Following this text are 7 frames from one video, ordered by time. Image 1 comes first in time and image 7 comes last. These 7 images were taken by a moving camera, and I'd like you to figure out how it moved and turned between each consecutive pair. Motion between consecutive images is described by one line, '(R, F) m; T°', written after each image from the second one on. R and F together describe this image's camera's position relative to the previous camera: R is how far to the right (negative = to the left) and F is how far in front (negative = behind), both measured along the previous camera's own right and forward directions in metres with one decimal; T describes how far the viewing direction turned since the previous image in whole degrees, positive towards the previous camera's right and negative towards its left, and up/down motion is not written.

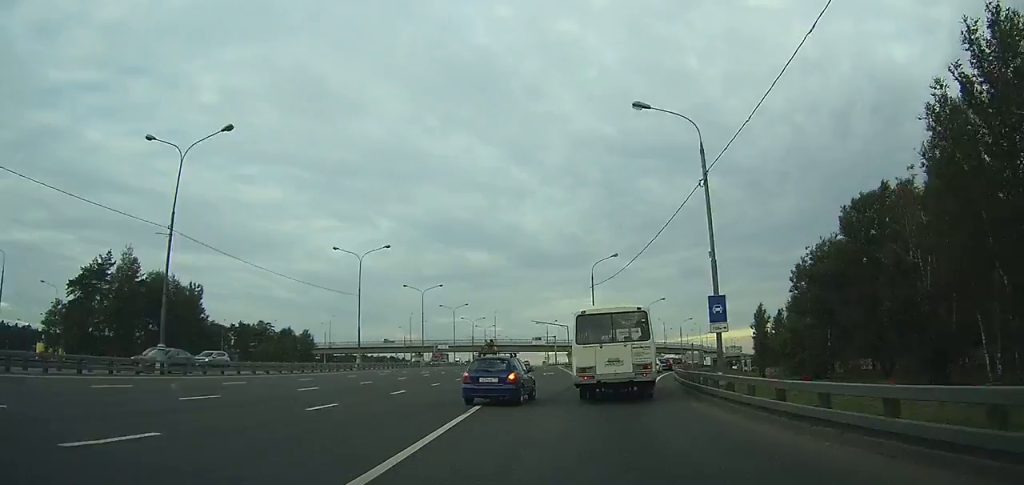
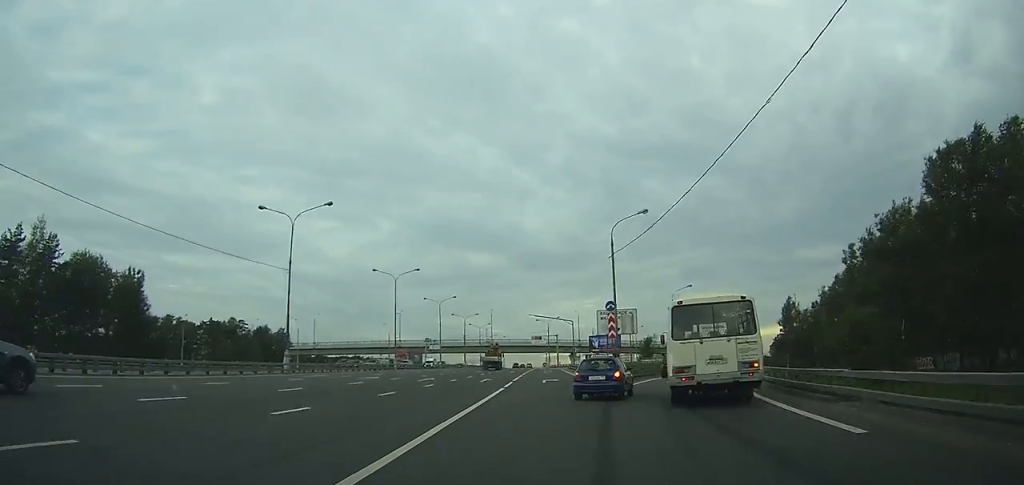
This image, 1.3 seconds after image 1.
(0.0, +16.9) m; 0°
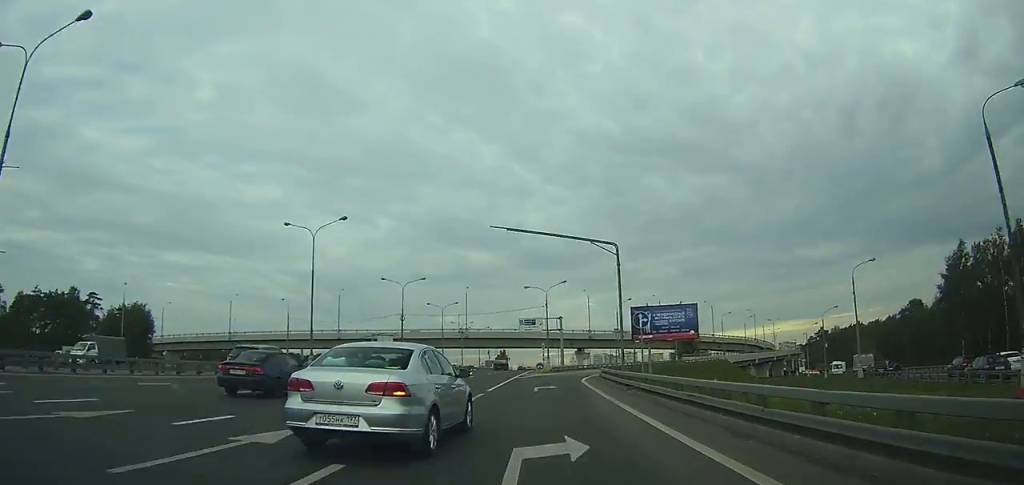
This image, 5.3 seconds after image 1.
(+0.5, +59.0) m; +2°
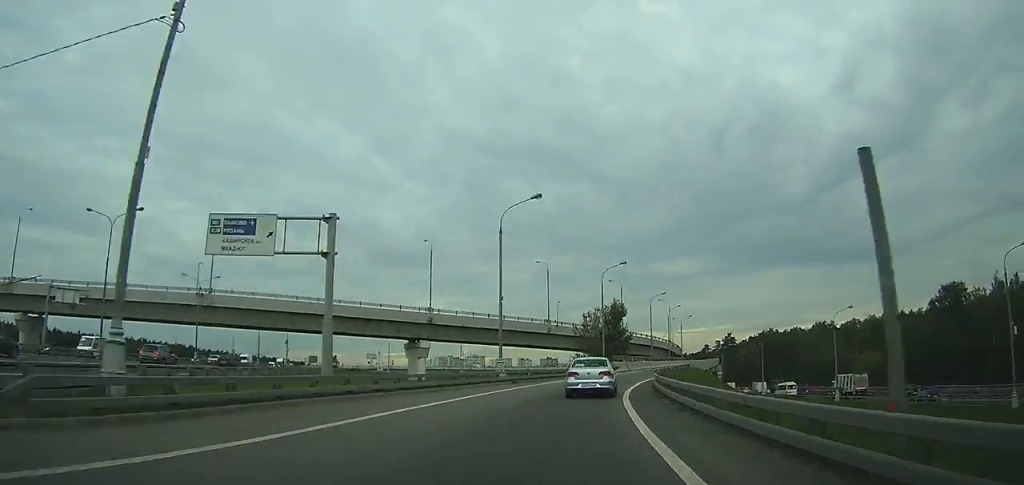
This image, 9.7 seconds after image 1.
(+5.1, +64.7) m; +13°
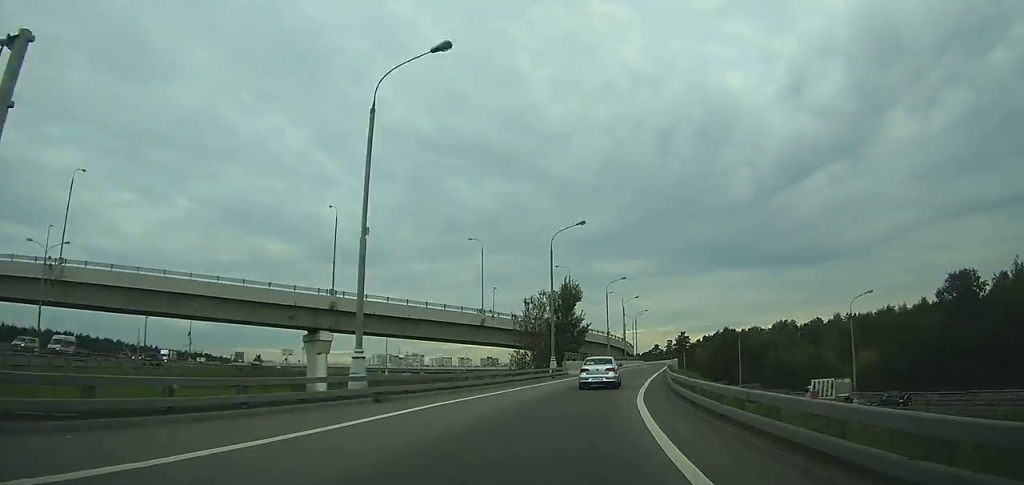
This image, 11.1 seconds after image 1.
(+1.0, +18.3) m; +6°
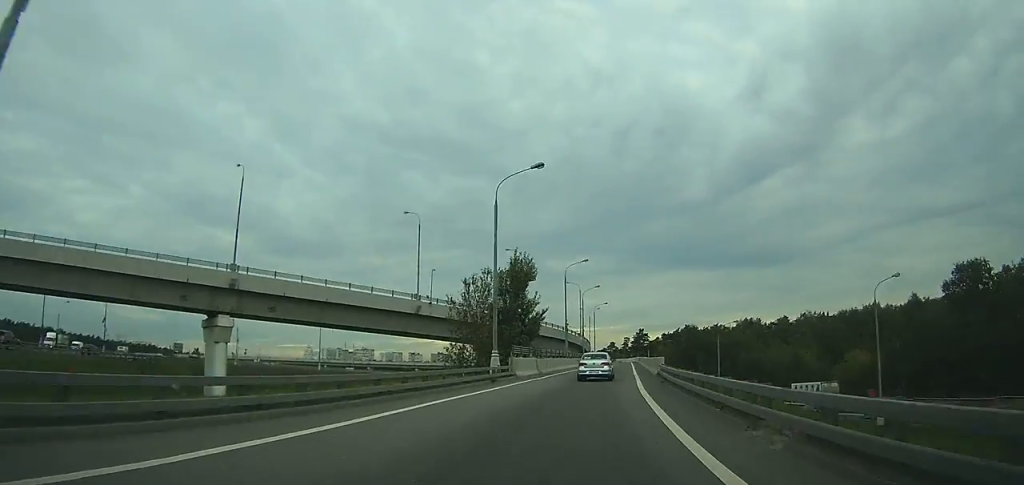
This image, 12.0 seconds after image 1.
(+0.6, +12.8) m; +4°
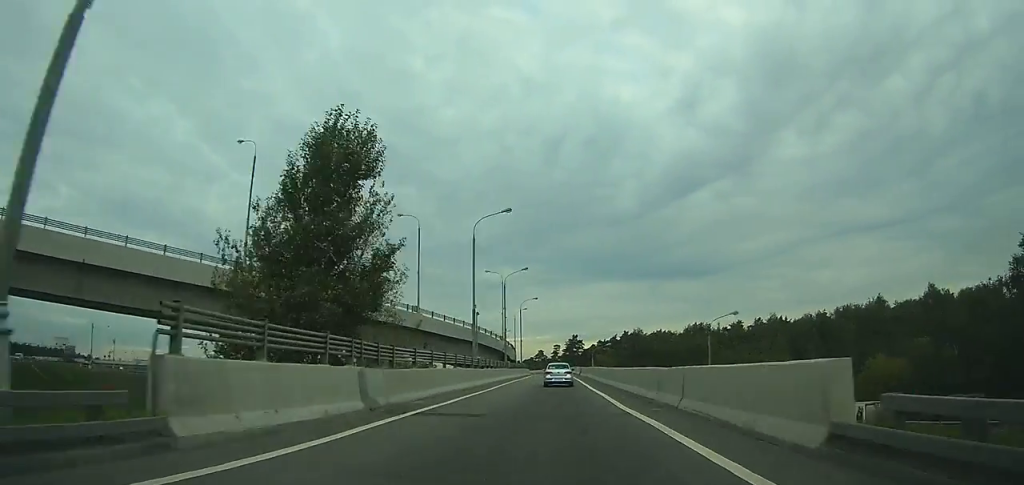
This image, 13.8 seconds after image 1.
(+1.5, +26.9) m; +5°
